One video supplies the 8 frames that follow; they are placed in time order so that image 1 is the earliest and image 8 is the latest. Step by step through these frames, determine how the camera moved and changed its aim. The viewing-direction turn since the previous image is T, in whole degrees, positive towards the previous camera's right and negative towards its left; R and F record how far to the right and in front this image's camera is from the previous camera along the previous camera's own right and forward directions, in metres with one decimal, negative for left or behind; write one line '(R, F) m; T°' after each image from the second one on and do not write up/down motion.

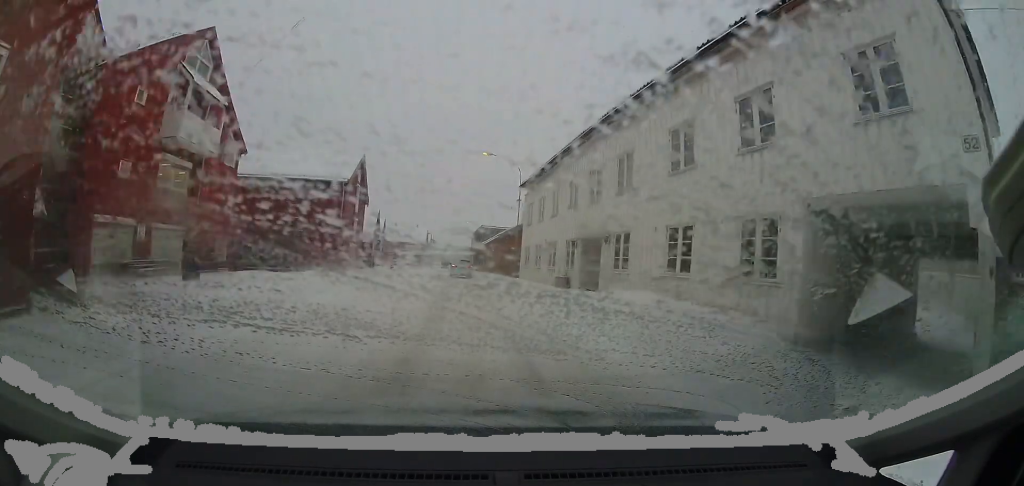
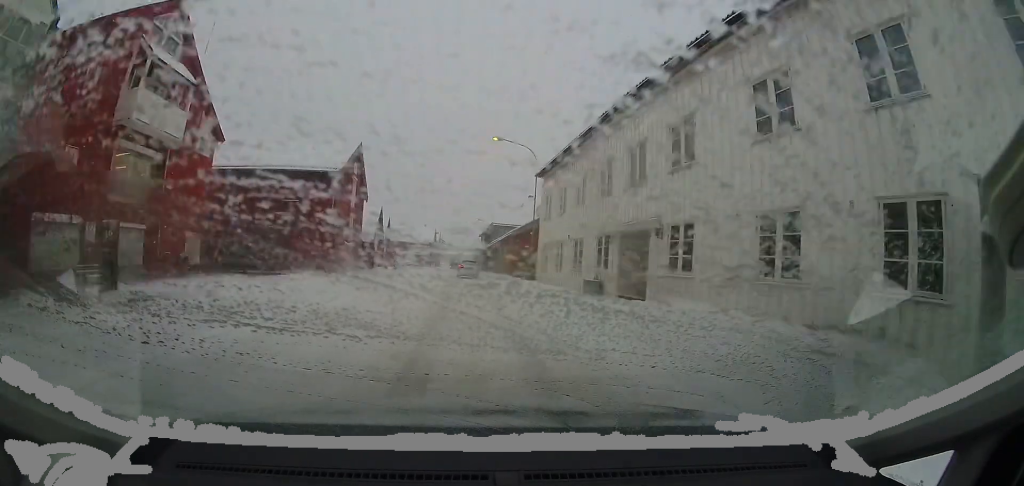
(0.0, +3.4) m; -2°
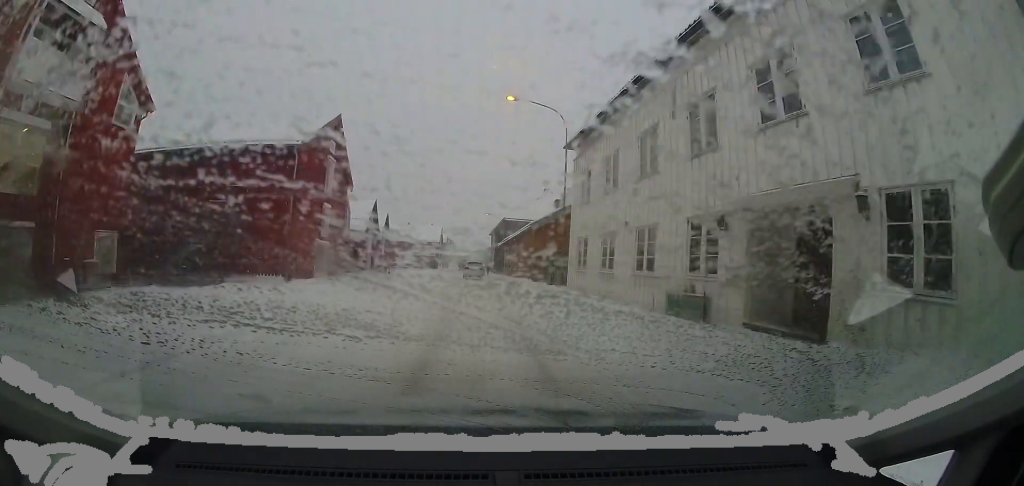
(-0.1, +5.9) m; -3°
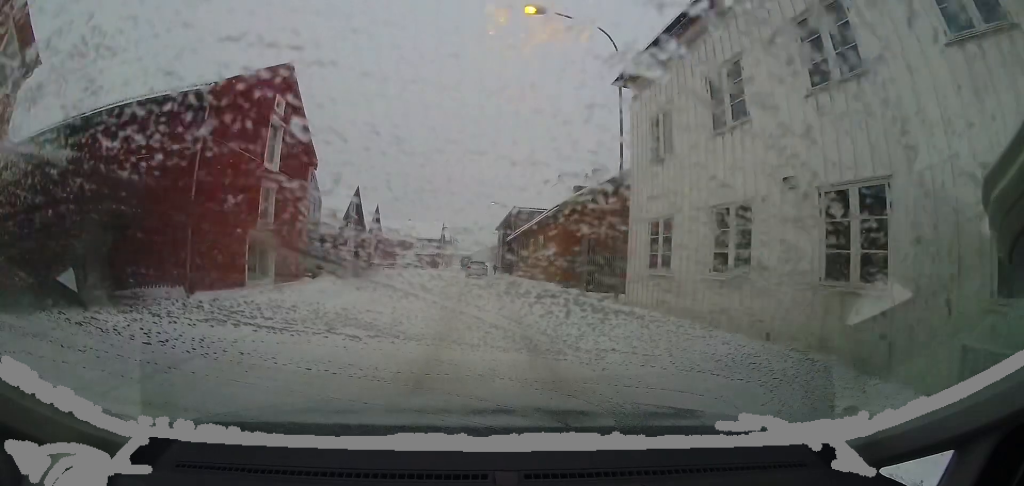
(-0.4, +6.1) m; -3°
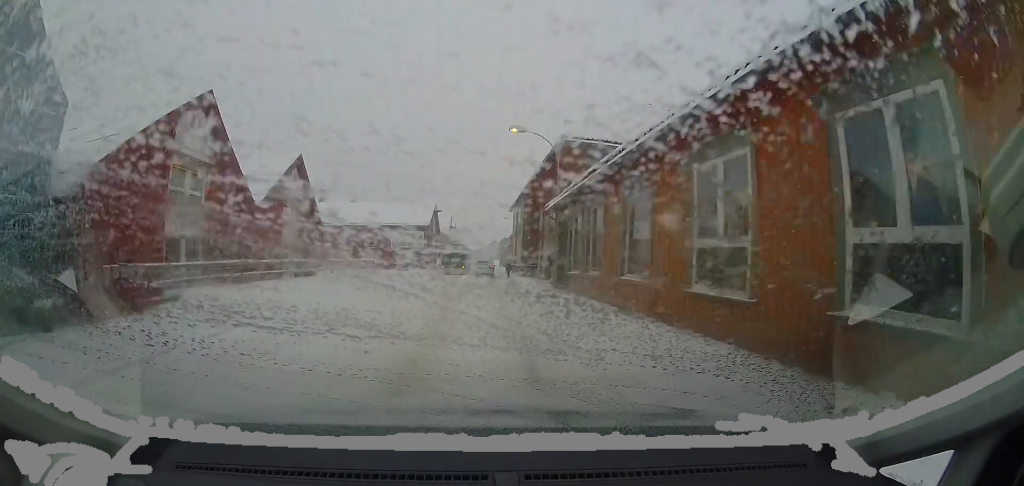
(0.0, +17.0) m; -4°
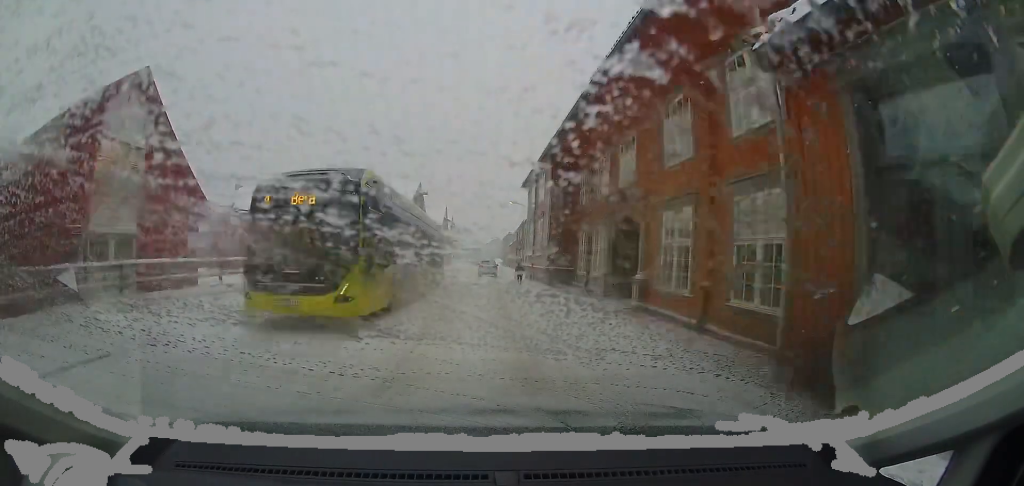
(-0.8, +11.6) m; -3°
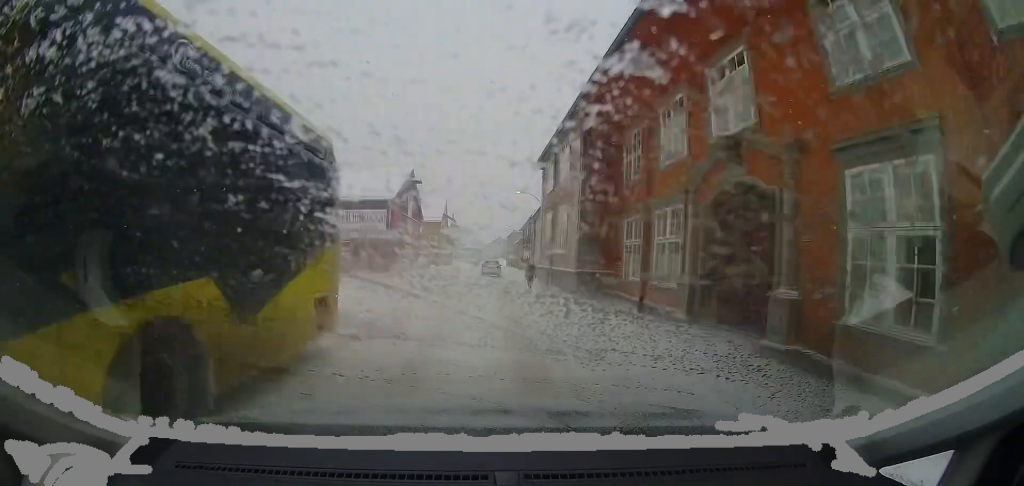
(+0.1, +5.0) m; +2°
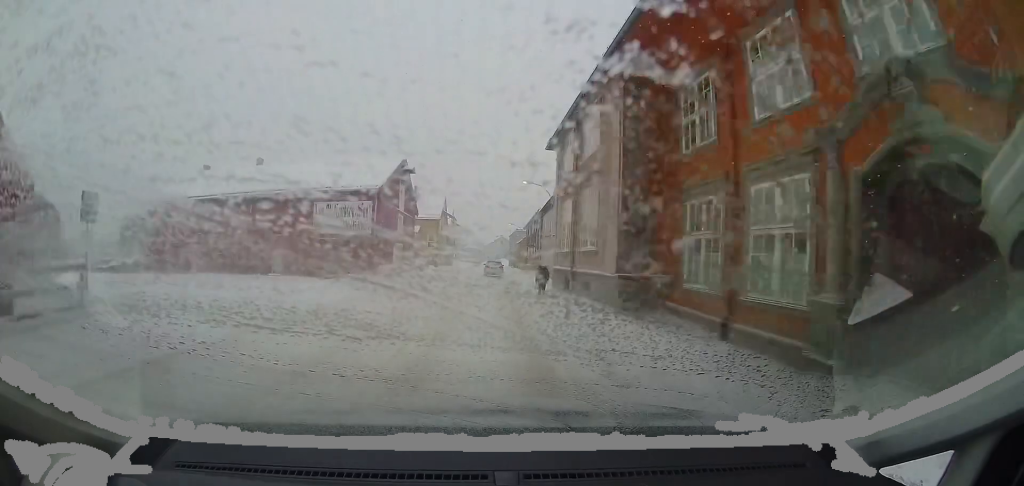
(0.0, +3.4) m; +1°
